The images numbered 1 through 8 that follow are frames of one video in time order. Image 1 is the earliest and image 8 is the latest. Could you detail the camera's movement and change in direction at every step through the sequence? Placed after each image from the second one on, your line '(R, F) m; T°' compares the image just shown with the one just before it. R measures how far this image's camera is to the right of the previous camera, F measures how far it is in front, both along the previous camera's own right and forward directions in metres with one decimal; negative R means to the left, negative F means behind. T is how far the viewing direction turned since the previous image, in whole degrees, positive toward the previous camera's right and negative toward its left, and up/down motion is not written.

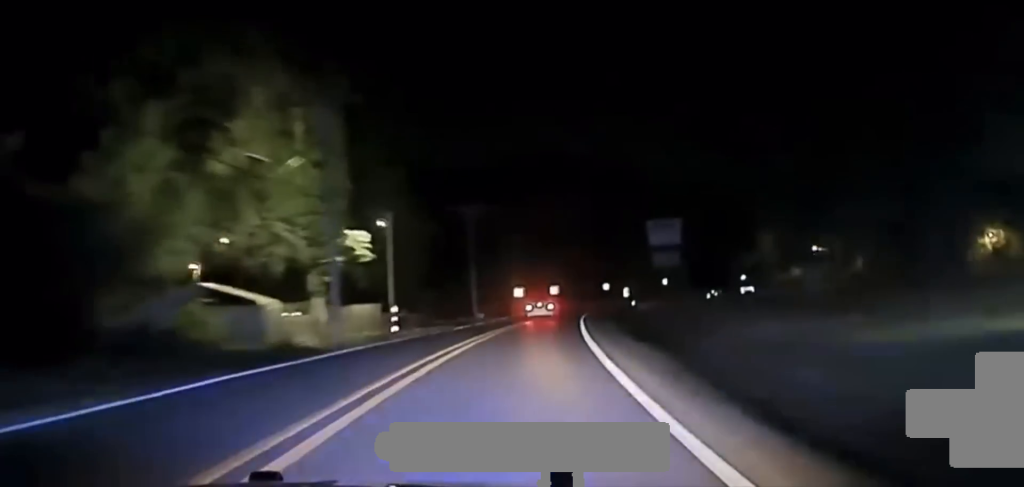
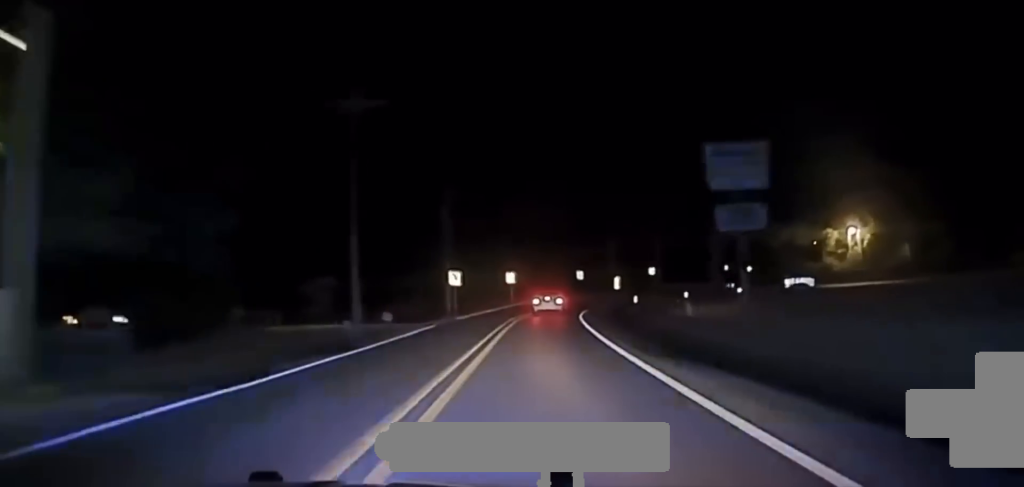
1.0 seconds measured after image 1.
(+1.6, +41.0) m; +4°
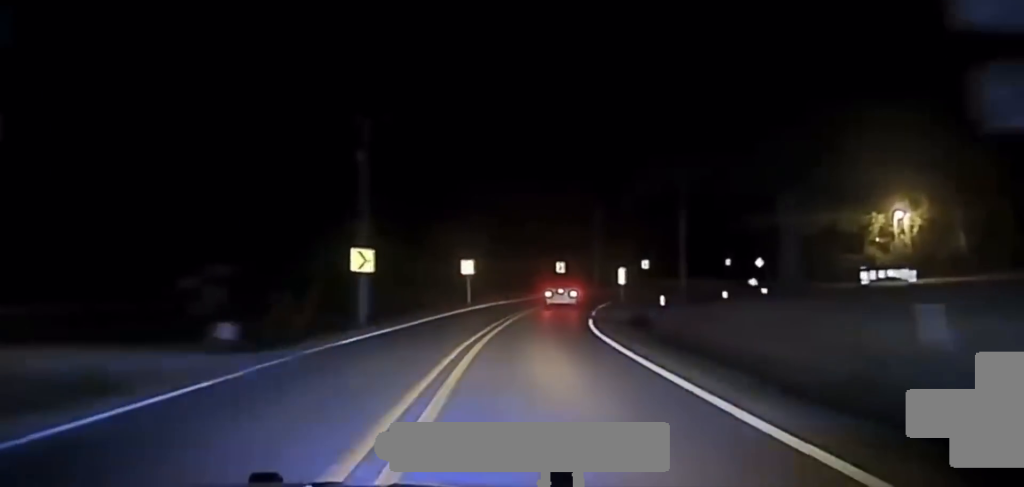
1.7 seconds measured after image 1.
(+0.3, +26.0) m; +3°
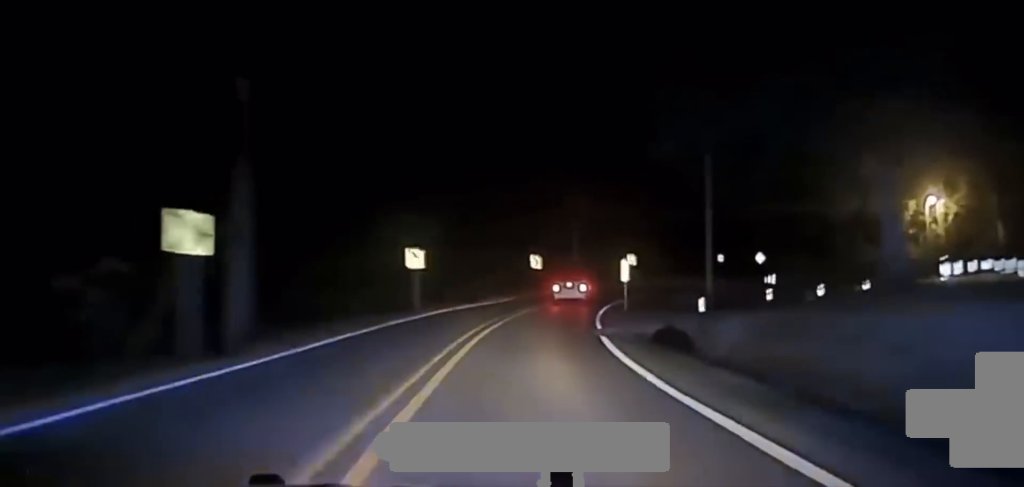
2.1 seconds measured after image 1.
(-0.1, +16.1) m; +4°
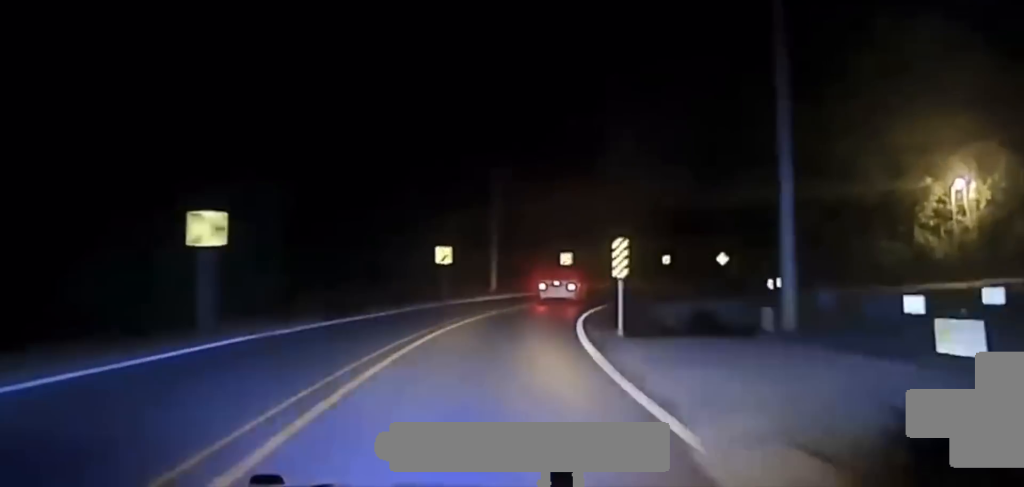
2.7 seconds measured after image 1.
(+0.4, +20.4) m; +5°
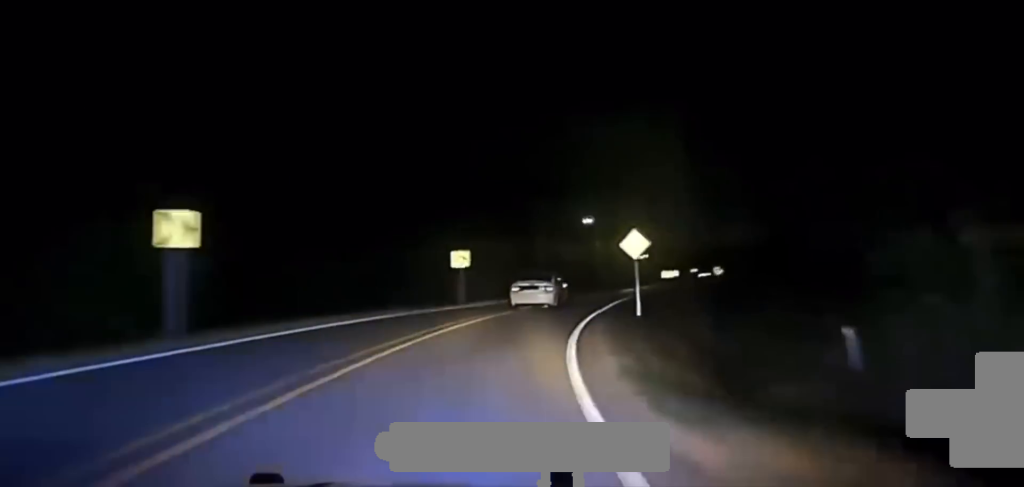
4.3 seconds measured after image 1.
(+6.4, +57.6) m; +15°
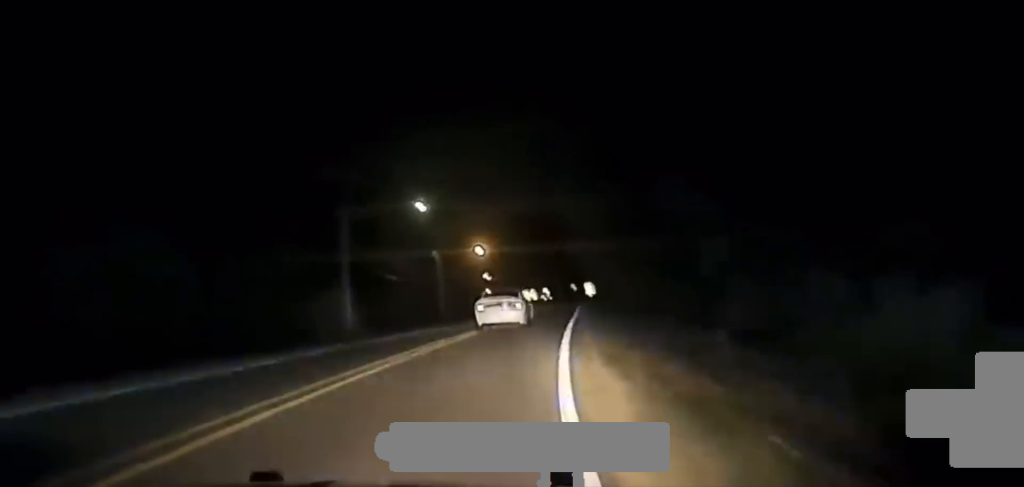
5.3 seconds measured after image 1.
(+5.4, +36.9) m; +11°
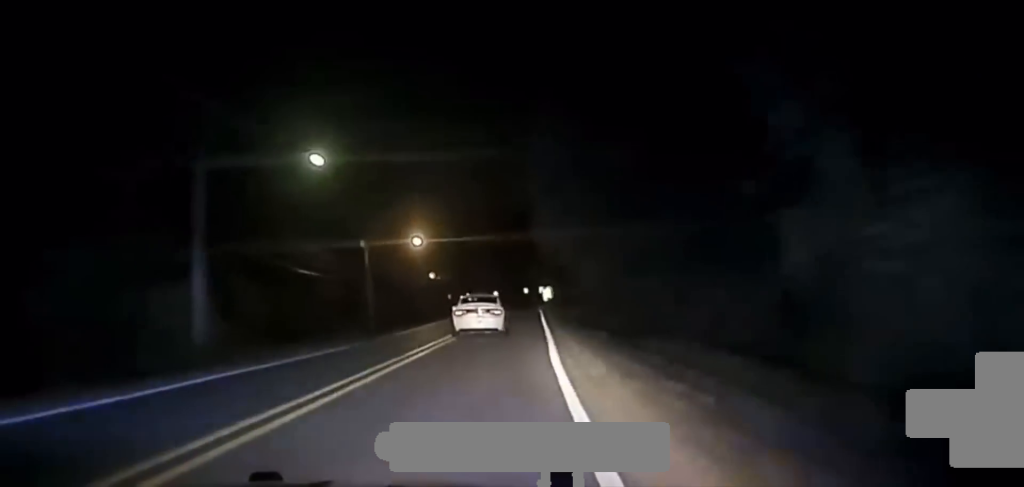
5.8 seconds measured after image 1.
(+0.6, +19.7) m; +2°
